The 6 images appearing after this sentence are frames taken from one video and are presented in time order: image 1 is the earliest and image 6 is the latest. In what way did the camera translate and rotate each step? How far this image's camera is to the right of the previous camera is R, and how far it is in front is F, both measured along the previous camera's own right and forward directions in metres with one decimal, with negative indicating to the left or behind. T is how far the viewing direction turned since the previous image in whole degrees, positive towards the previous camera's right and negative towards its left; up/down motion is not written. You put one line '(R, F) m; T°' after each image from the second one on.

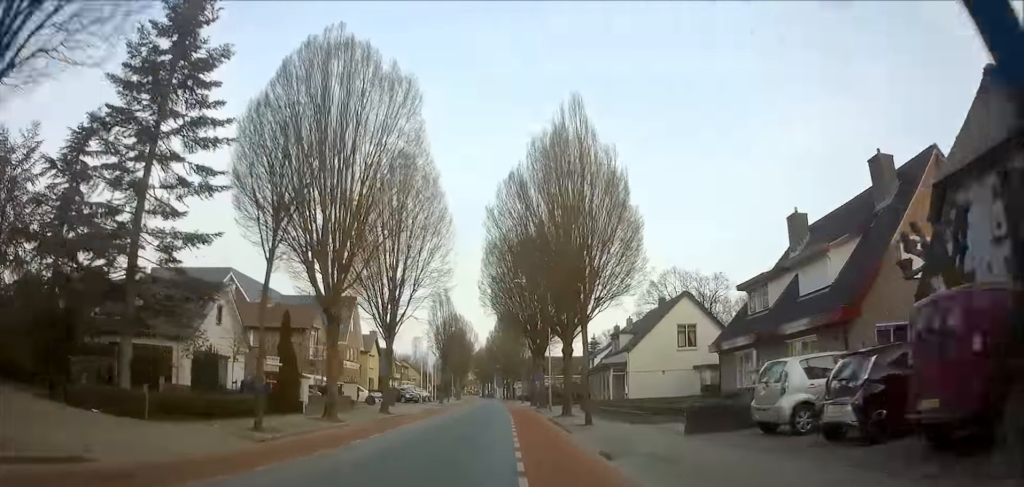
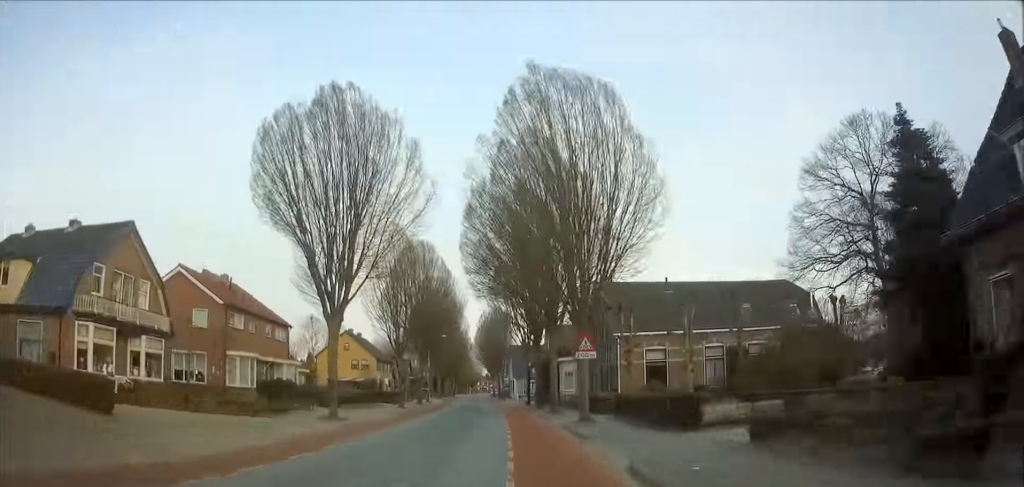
(-0.5, +70.0) m; -2°
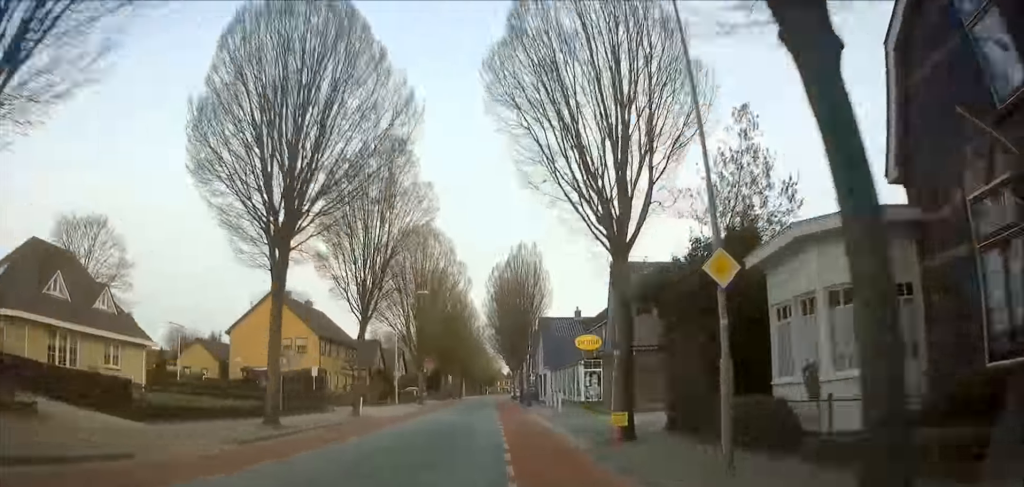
(-0.7, +35.3) m; -2°
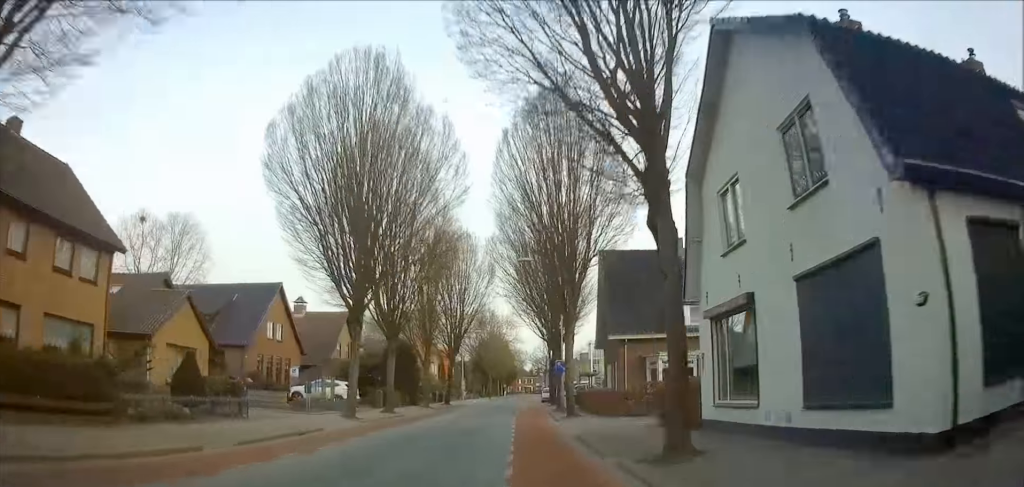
(-0.5, +47.9) m; -1°
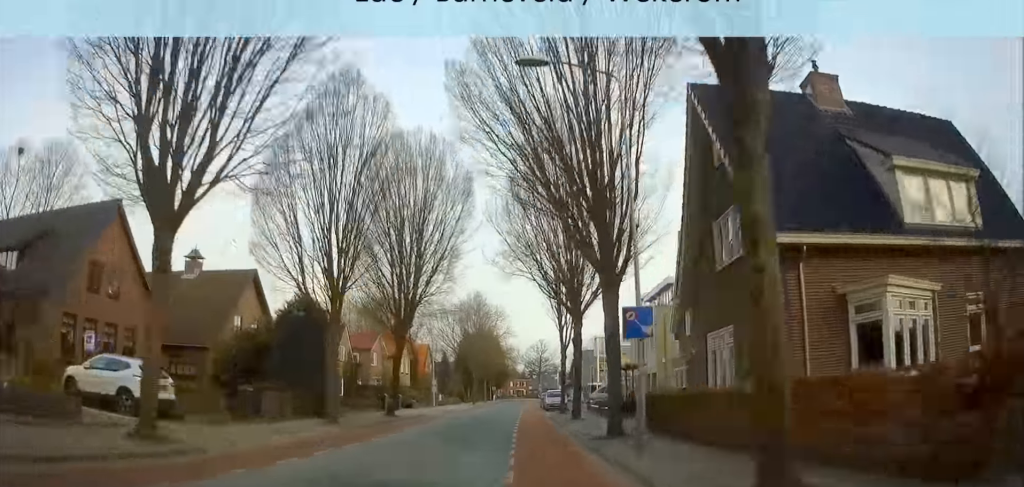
(-0.1, +20.6) m; 0°
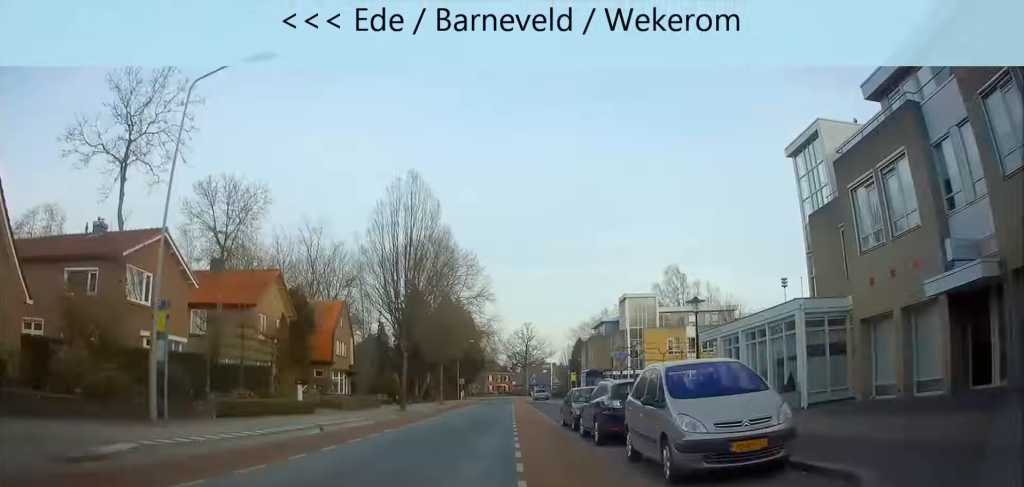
(+0.6, +38.5) m; +1°
